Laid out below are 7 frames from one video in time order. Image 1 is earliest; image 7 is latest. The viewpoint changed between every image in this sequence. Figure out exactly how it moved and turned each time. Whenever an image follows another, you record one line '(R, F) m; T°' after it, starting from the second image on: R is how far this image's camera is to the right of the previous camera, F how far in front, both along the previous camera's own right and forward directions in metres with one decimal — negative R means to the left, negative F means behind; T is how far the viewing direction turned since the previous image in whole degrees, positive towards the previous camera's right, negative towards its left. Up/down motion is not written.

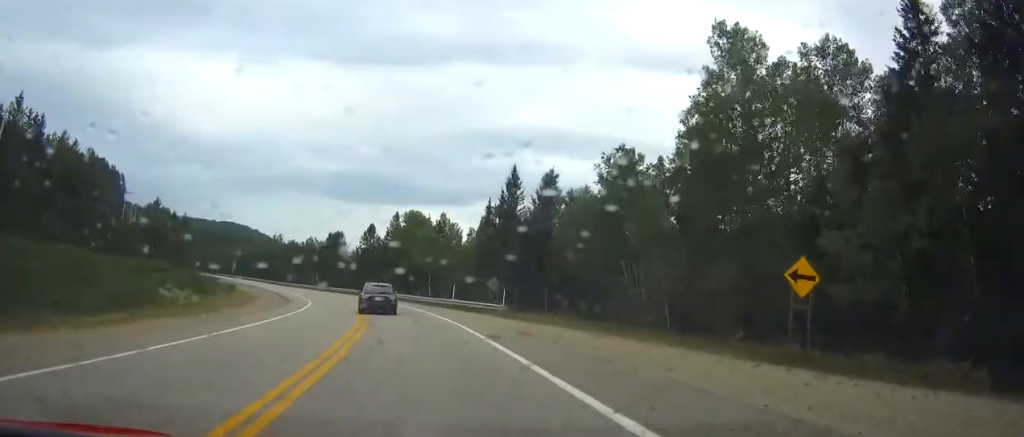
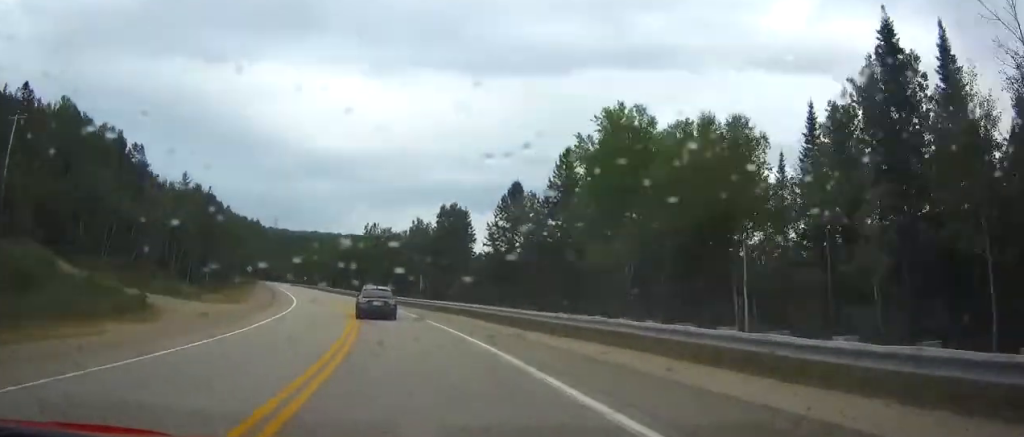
(-5.7, +61.0) m; -11°
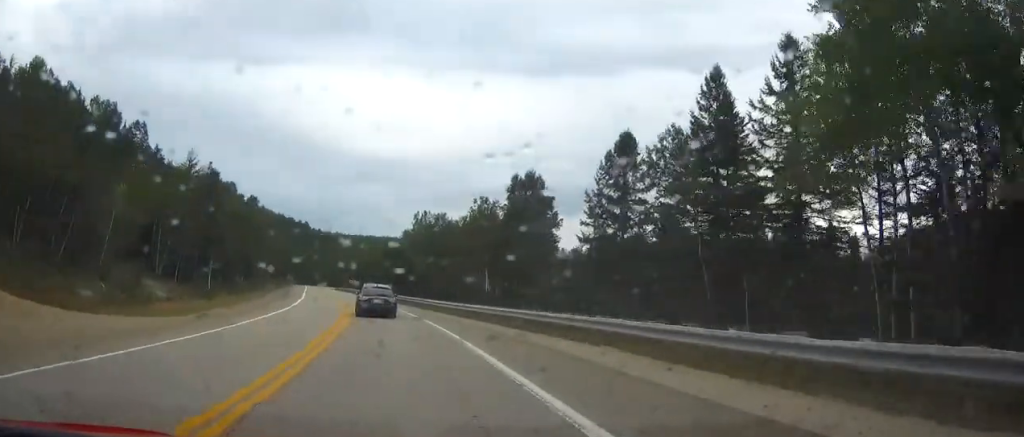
(-1.1, +23.6) m; -5°
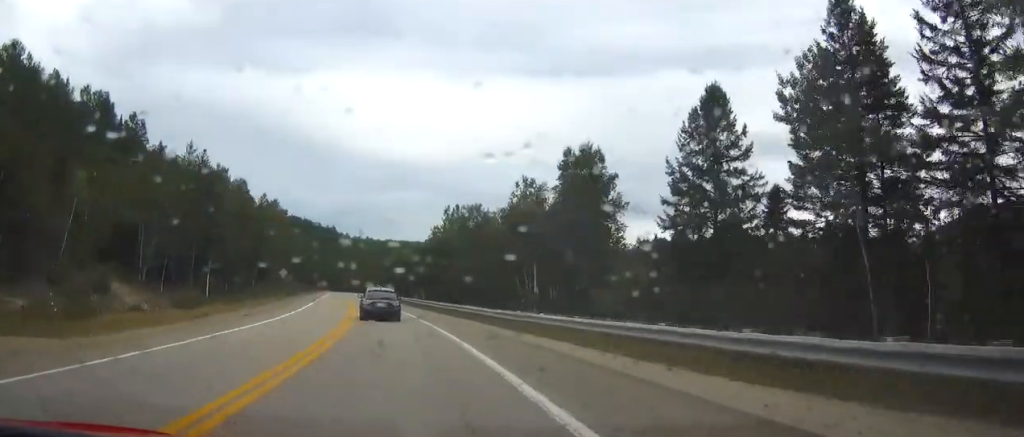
(-0.2, +11.8) m; -2°
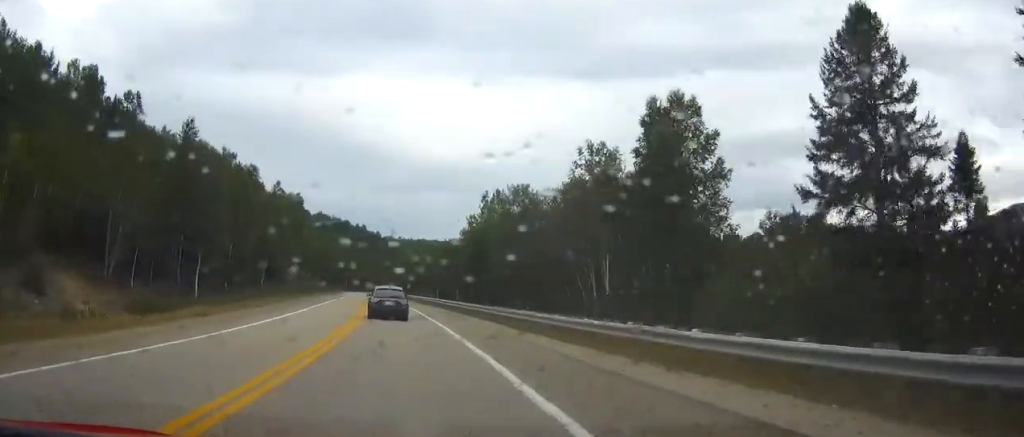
(-0.4, +12.8) m; -2°
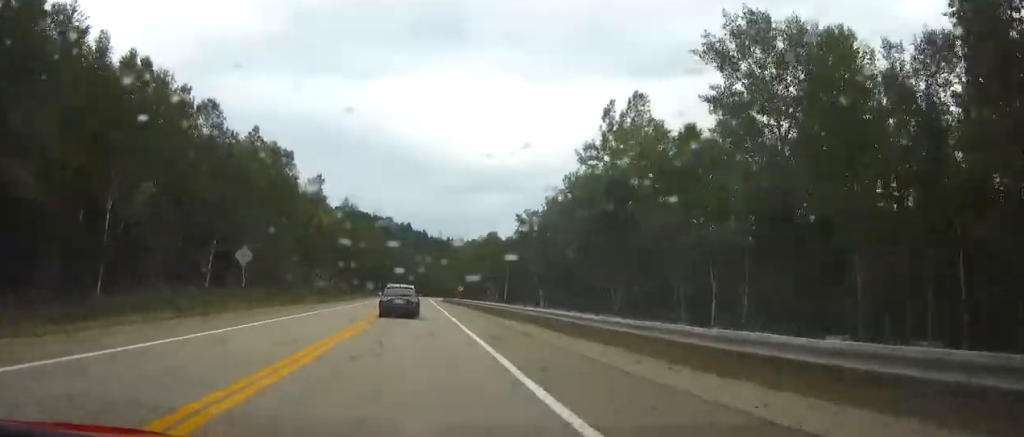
(-1.9, +38.5) m; -5°
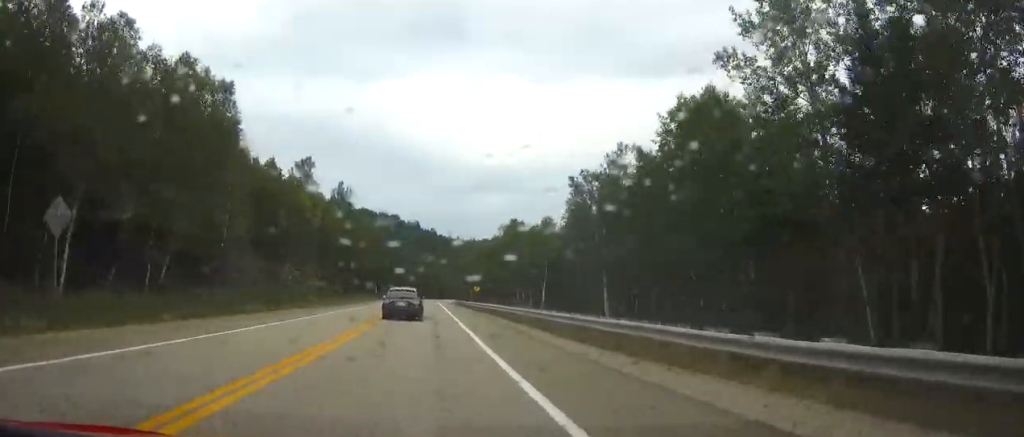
(-0.3, +22.9) m; -1°
